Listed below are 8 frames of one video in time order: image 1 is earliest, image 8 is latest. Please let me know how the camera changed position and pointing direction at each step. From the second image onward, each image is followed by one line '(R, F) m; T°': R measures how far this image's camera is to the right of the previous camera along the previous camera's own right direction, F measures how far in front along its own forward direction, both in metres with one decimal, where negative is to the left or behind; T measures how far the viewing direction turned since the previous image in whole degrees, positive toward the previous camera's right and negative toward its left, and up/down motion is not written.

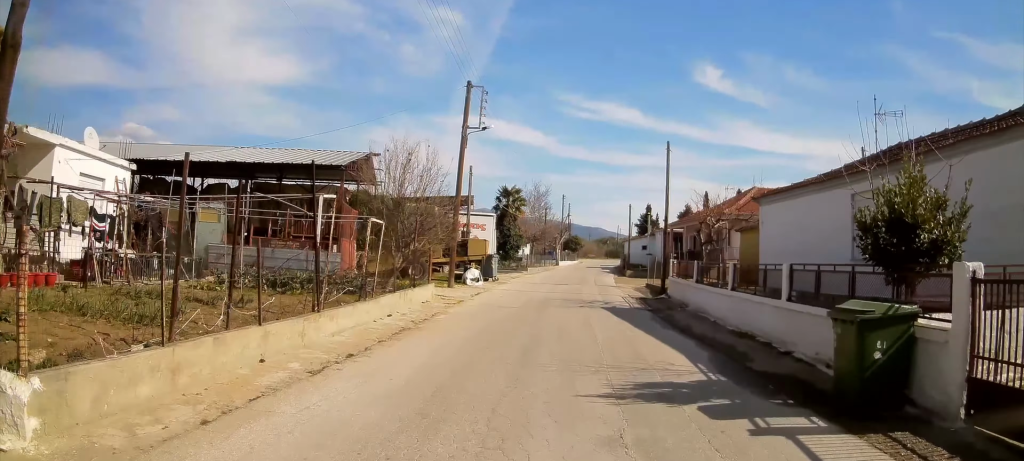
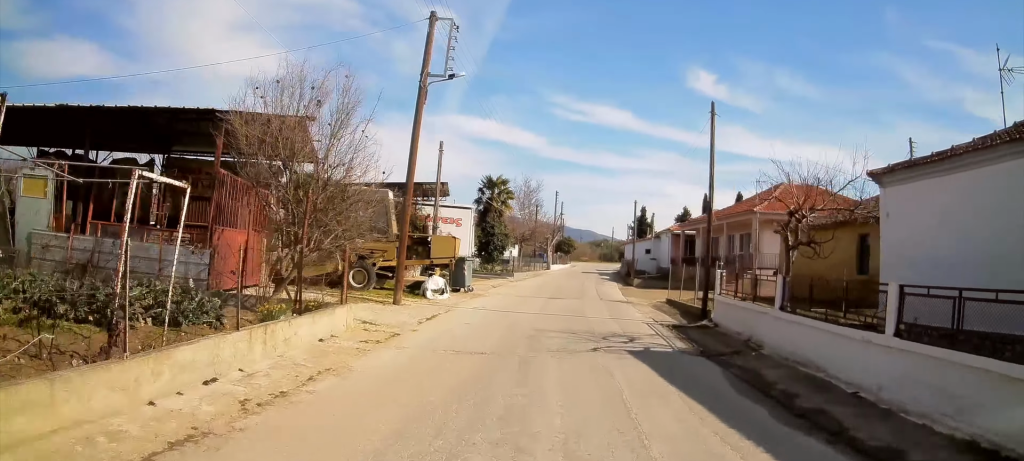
(0.0, +7.6) m; 0°
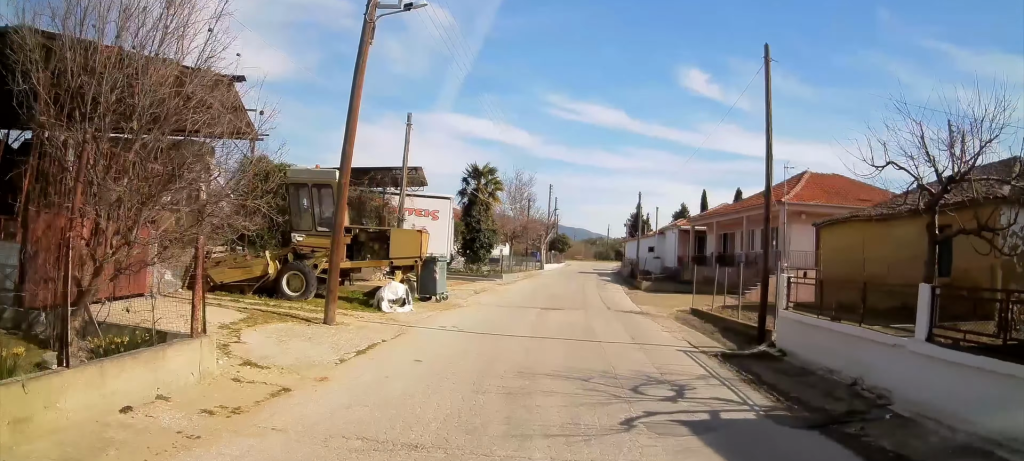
(0.0, +5.0) m; 0°
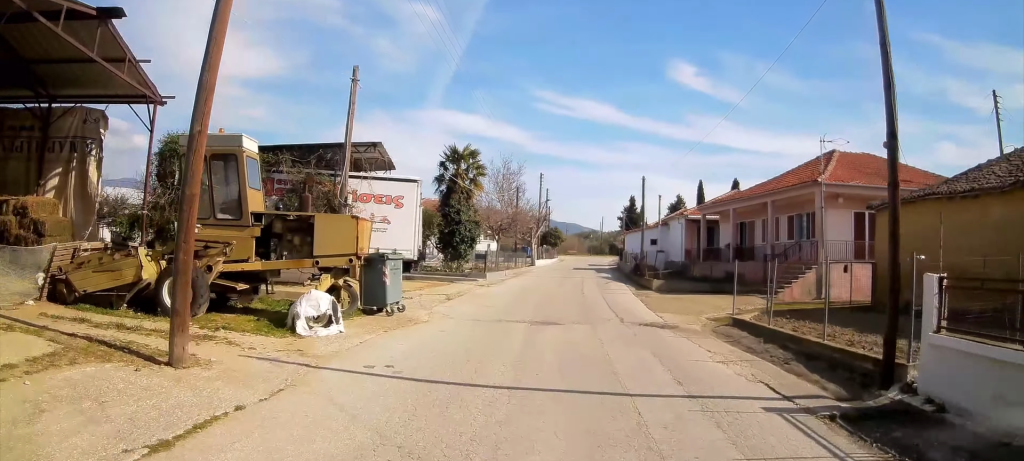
(0.0, +5.0) m; 0°
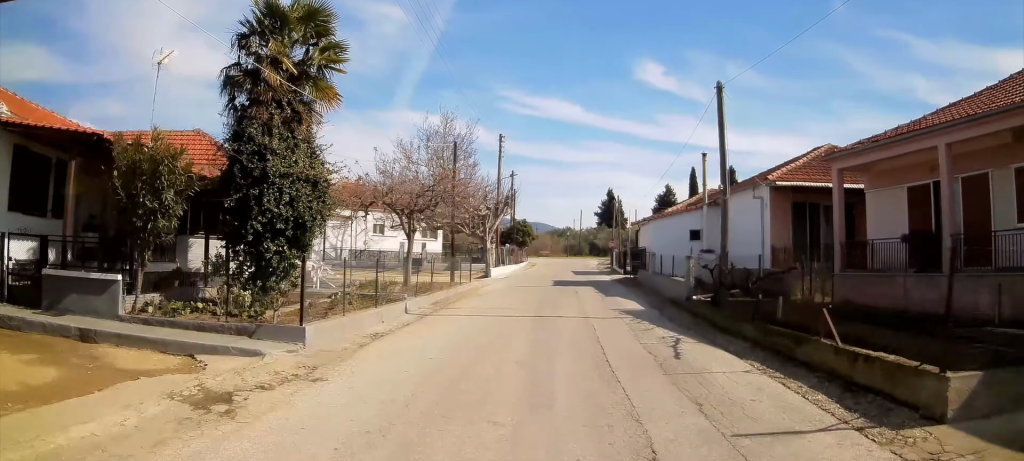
(+0.1, +19.8) m; +1°
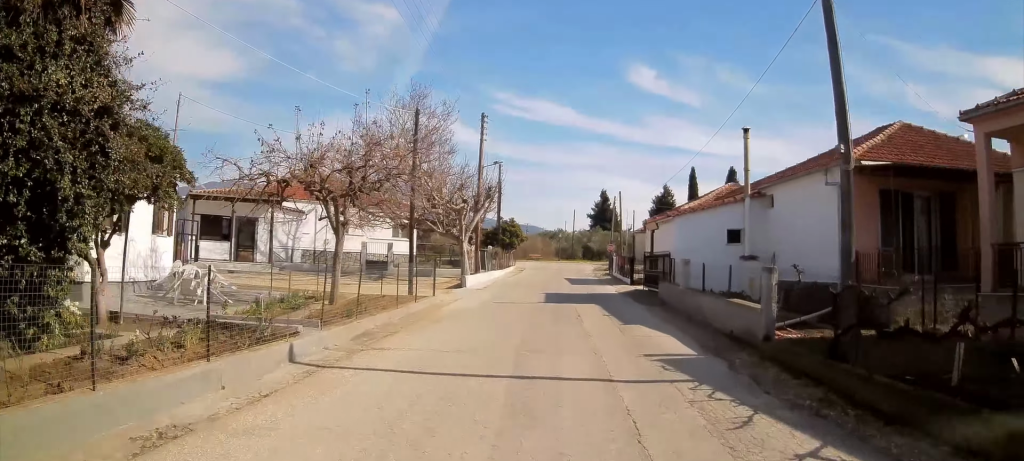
(0.0, +6.8) m; +3°
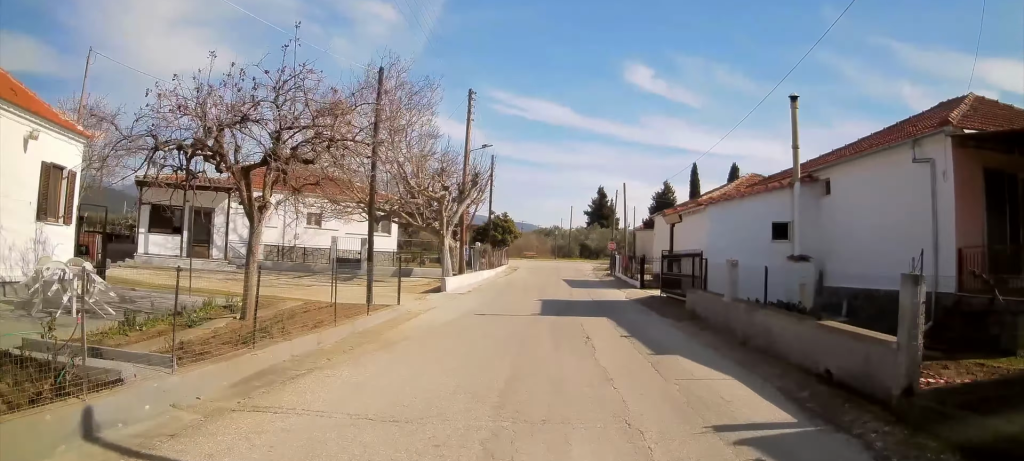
(-0.2, +4.5) m; +3°
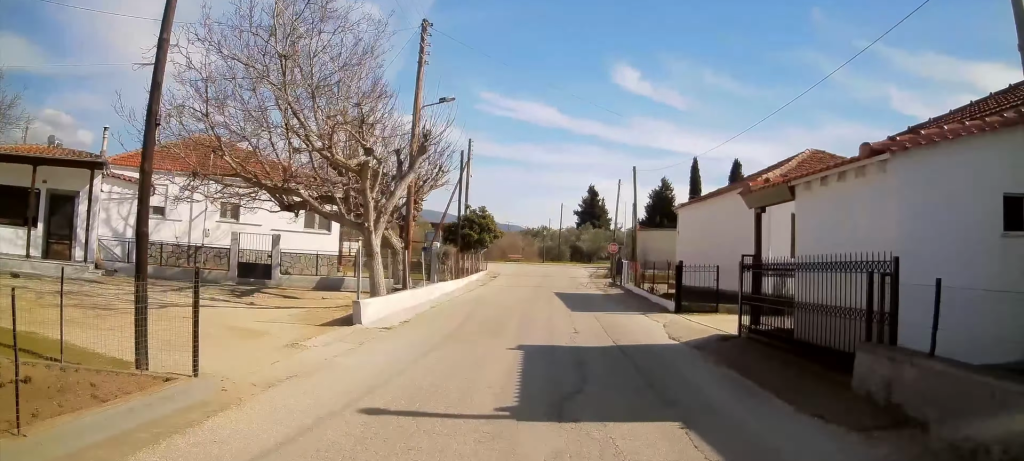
(+0.9, +8.9) m; +4°
